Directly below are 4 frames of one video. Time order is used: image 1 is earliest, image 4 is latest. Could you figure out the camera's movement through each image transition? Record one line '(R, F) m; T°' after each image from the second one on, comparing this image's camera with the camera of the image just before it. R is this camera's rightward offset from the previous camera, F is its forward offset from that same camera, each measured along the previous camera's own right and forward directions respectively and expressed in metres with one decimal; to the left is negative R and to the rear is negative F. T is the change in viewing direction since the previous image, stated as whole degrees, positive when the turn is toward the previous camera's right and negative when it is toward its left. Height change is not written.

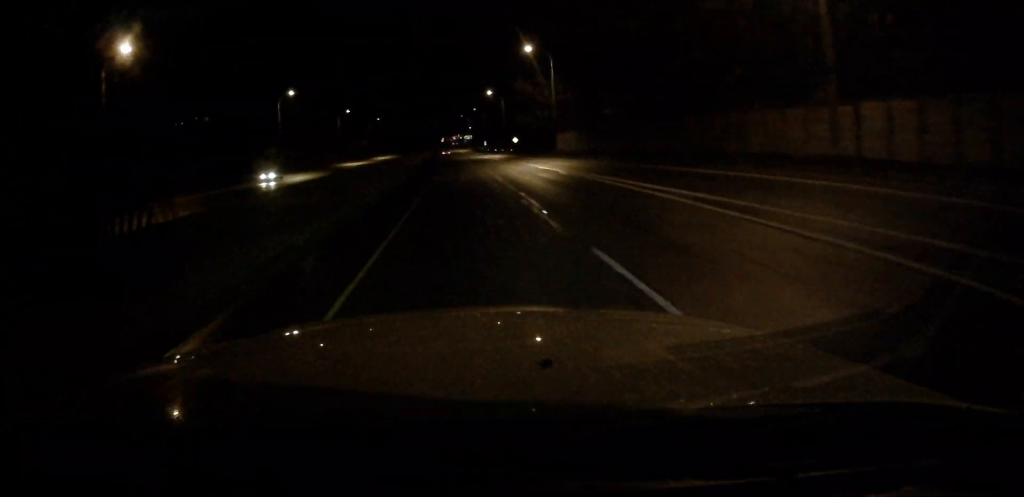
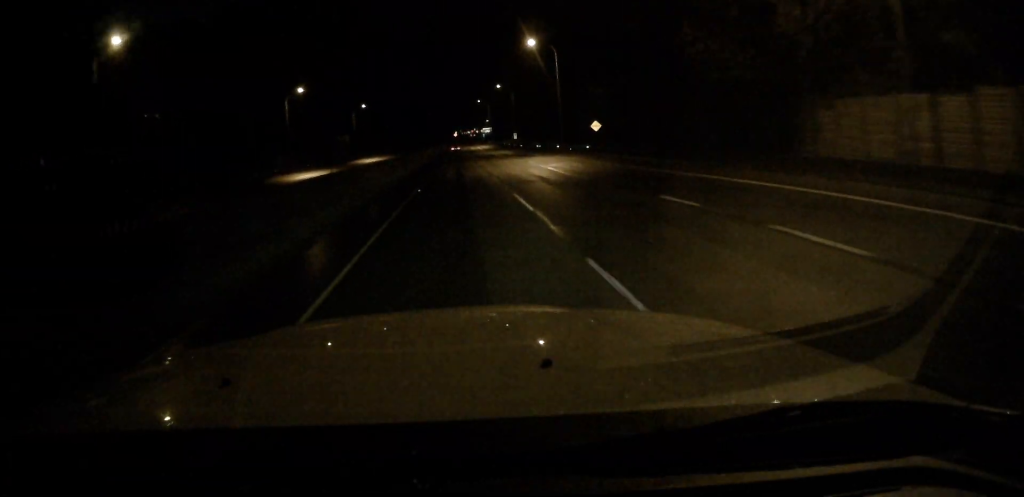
(0.0, +62.7) m; -2°
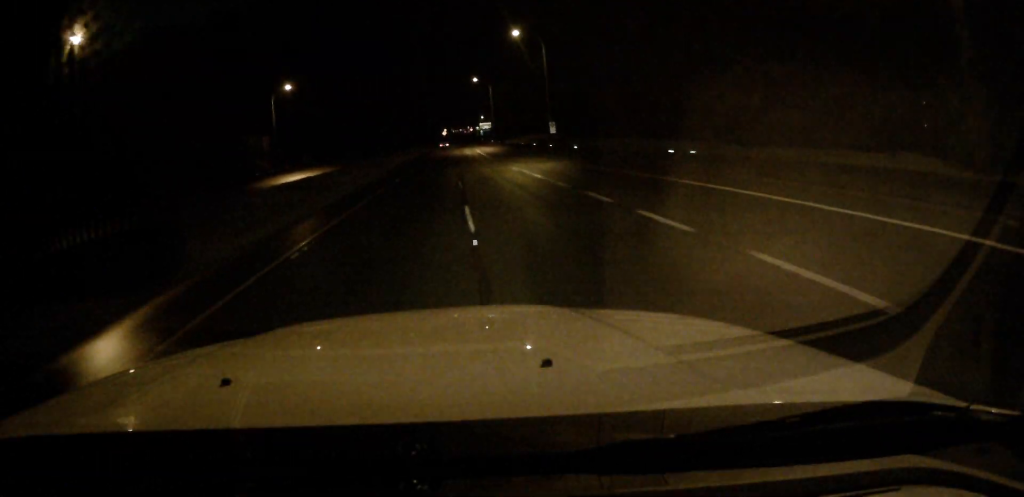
(-1.5, +65.7) m; -1°
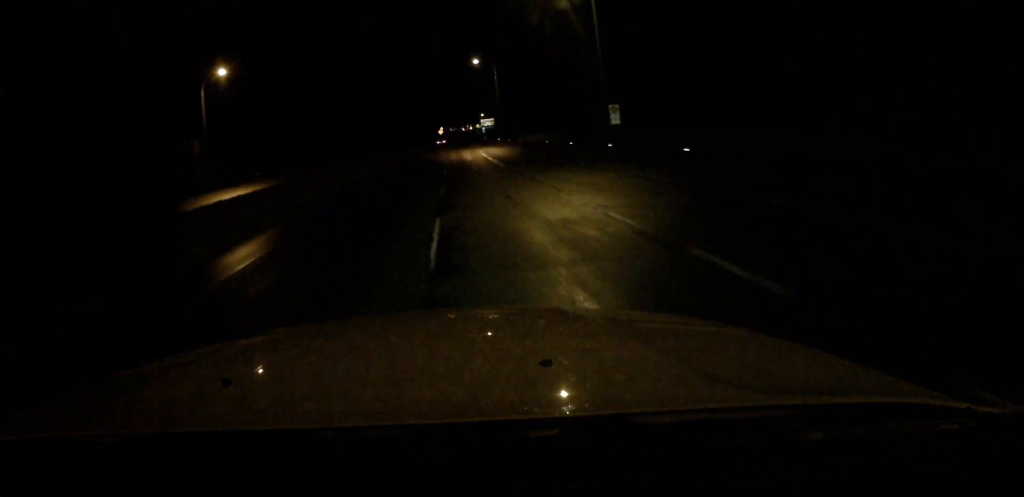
(-0.2, +28.6) m; 0°
